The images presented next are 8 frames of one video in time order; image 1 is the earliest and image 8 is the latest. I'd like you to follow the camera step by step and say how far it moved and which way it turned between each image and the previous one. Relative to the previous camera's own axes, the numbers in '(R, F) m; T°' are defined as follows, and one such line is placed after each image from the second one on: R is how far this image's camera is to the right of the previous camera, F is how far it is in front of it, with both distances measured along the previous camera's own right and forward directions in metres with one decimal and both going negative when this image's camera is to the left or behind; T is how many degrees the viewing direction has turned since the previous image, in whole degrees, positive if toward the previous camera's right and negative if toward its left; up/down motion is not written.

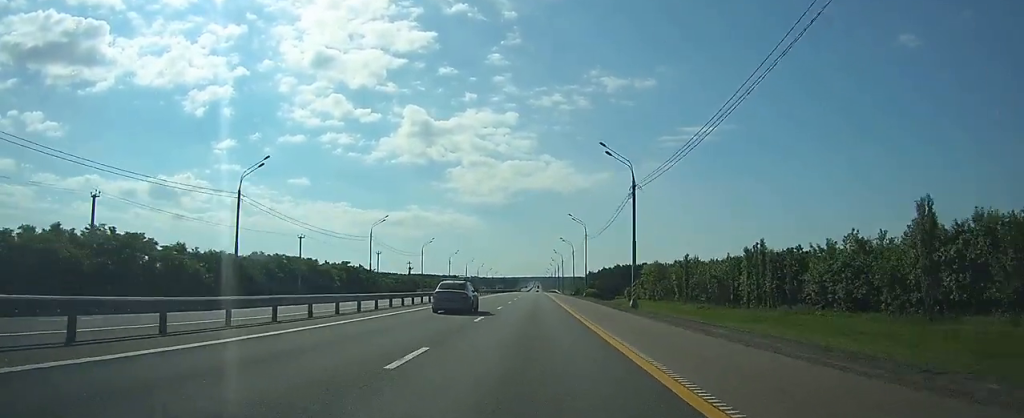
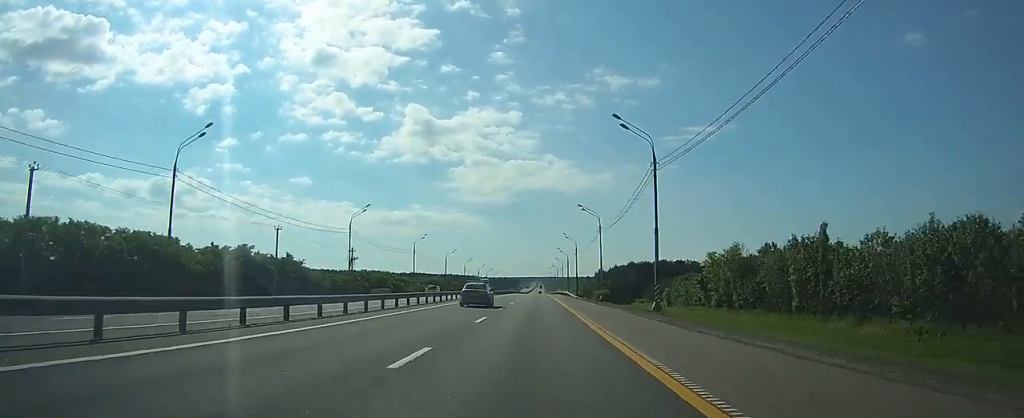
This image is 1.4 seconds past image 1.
(-0.1, +46.4) m; 0°
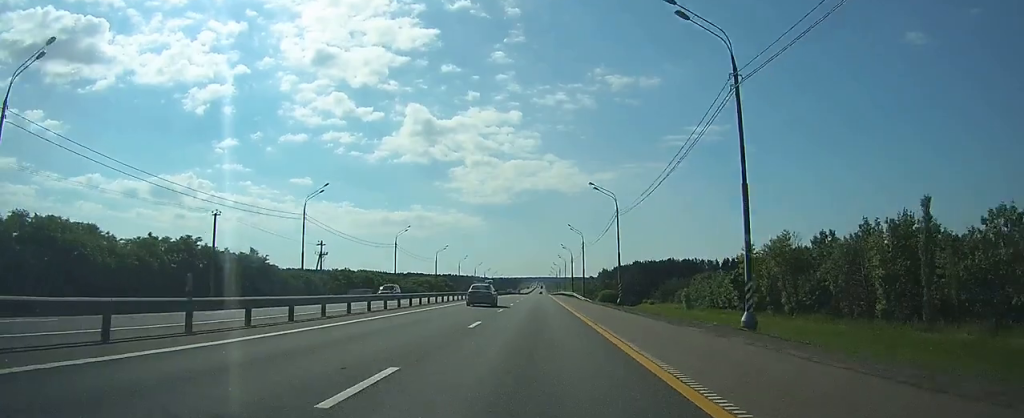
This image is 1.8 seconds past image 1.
(0.0, +14.7) m; 0°
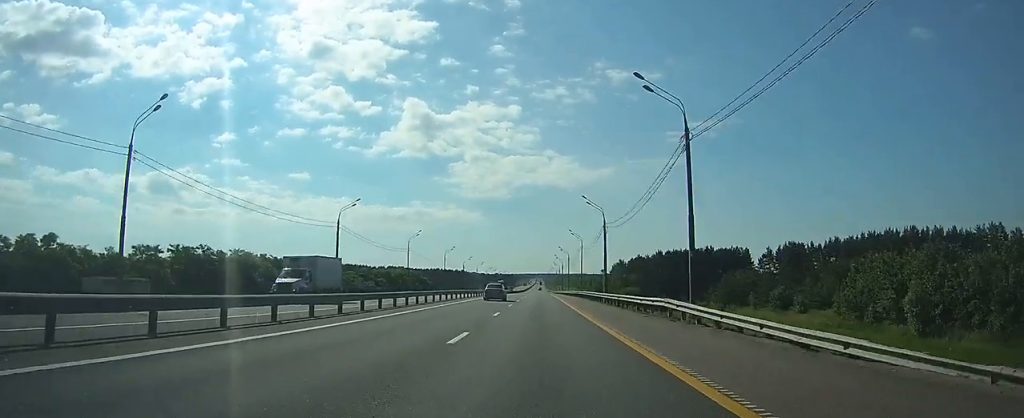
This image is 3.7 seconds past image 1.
(-0.1, +63.9) m; 0°
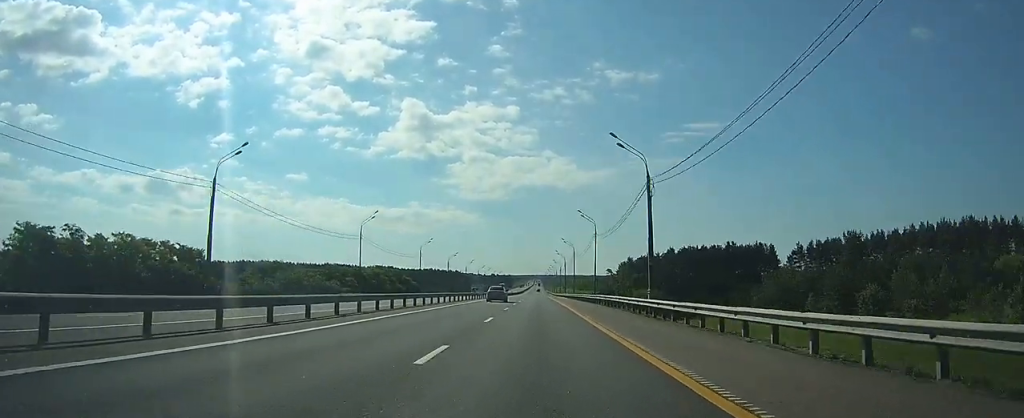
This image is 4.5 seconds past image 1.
(0.0, +26.7) m; 0°
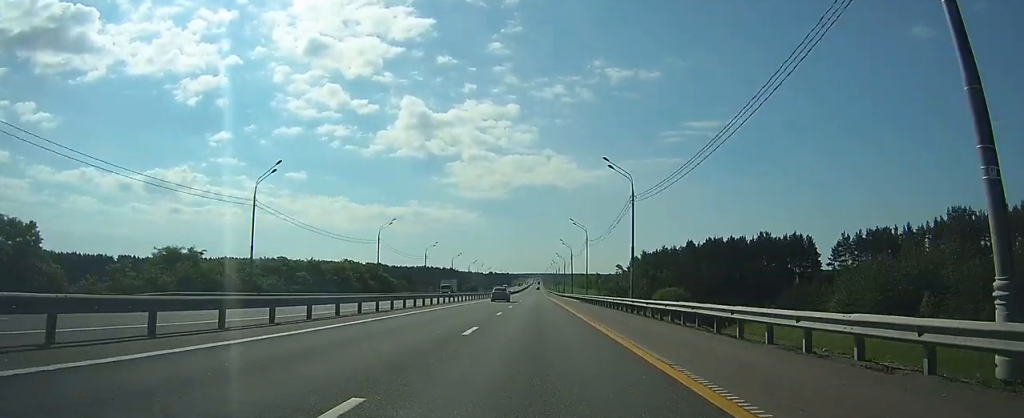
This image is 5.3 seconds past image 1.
(0.0, +29.4) m; 0°
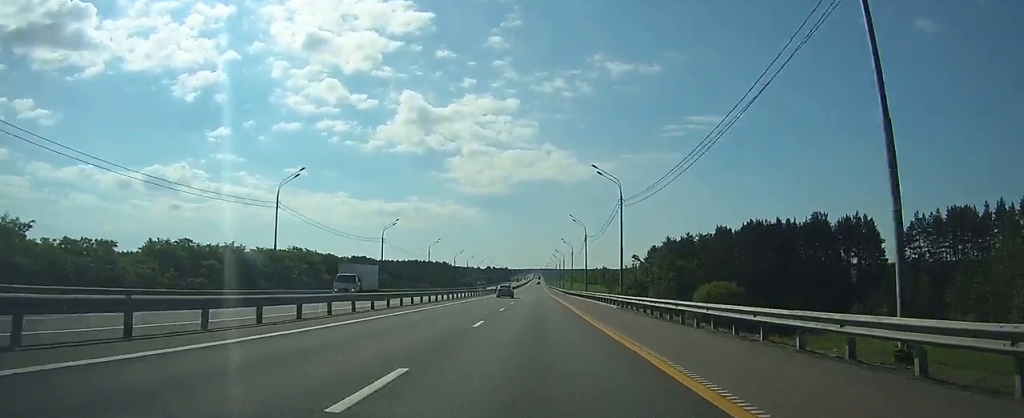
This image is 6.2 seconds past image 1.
(+0.2, +33.3) m; 0°
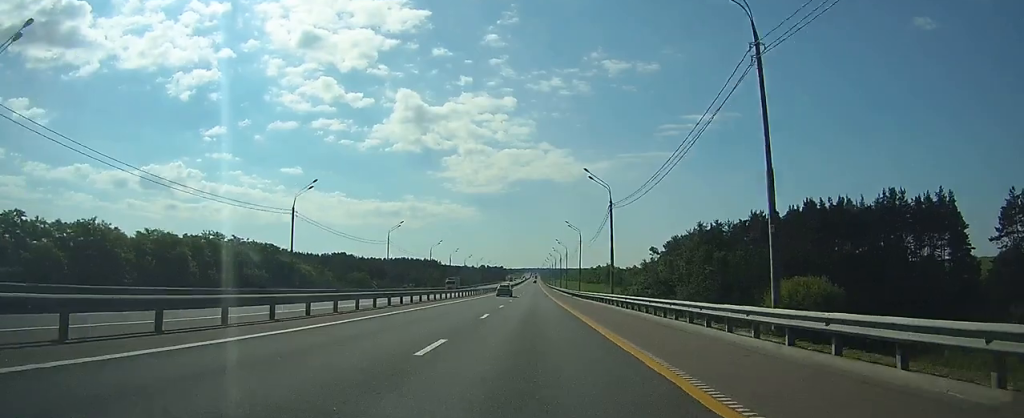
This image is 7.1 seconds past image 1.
(+0.1, +31.3) m; 0°
